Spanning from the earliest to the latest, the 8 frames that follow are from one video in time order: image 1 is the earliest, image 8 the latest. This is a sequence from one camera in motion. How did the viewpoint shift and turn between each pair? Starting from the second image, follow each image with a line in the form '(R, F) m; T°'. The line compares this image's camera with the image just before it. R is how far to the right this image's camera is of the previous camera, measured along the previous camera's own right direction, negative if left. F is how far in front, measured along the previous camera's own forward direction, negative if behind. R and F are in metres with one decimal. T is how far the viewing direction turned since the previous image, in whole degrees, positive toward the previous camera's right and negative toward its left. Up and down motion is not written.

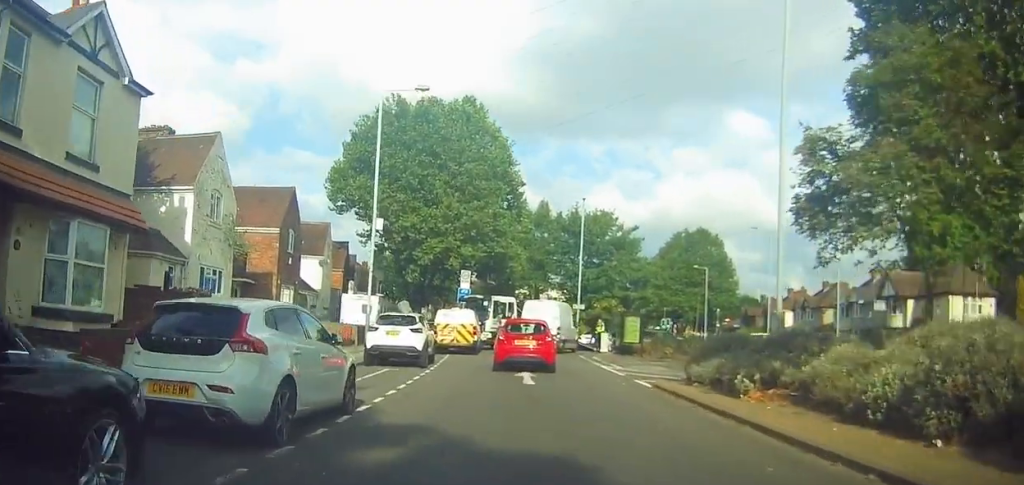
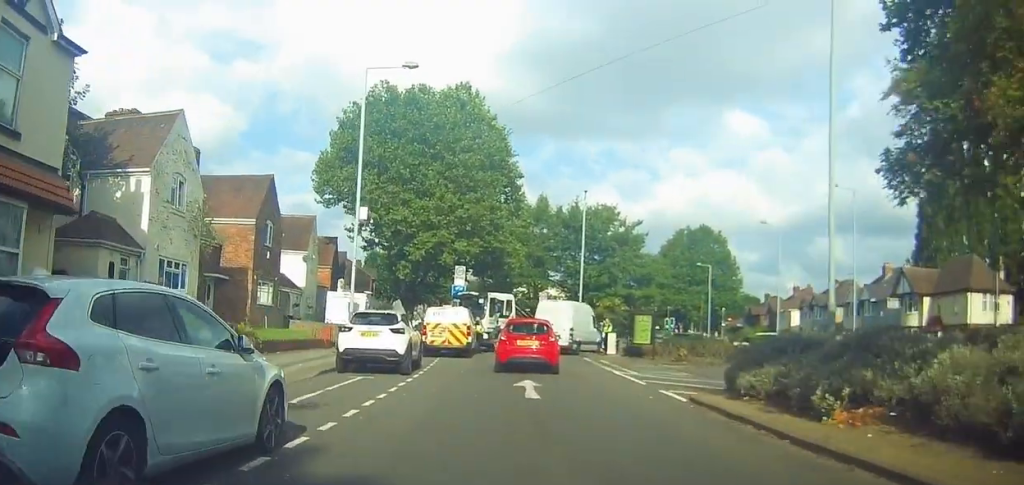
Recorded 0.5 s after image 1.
(+0.2, +2.9) m; +3°
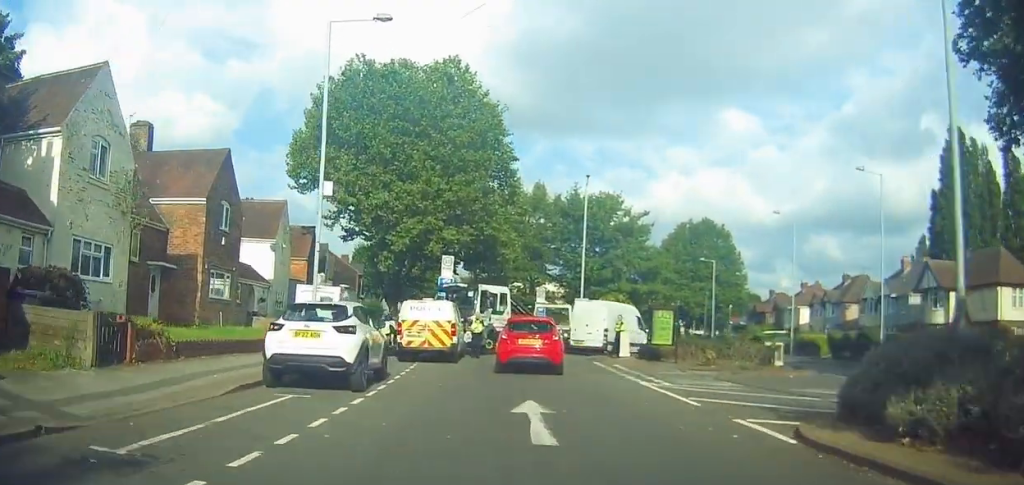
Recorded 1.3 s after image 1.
(+0.2, +4.7) m; +3°
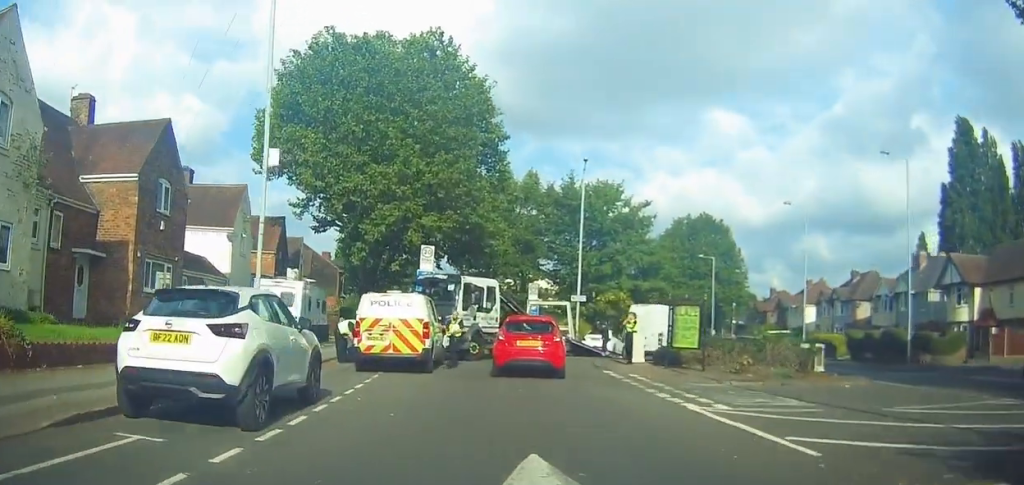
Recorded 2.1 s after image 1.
(+0.1, +4.5) m; 0°
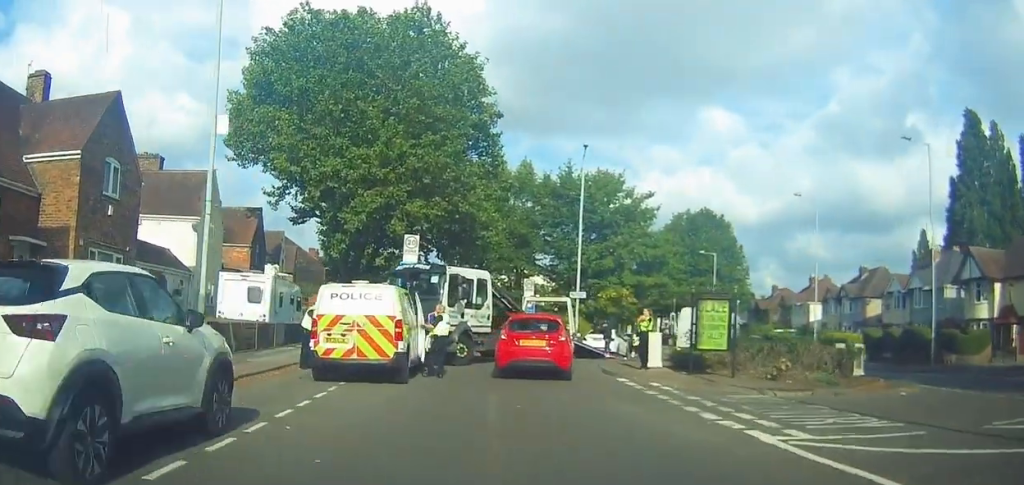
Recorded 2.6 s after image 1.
(-0.1, +3.2) m; 0°
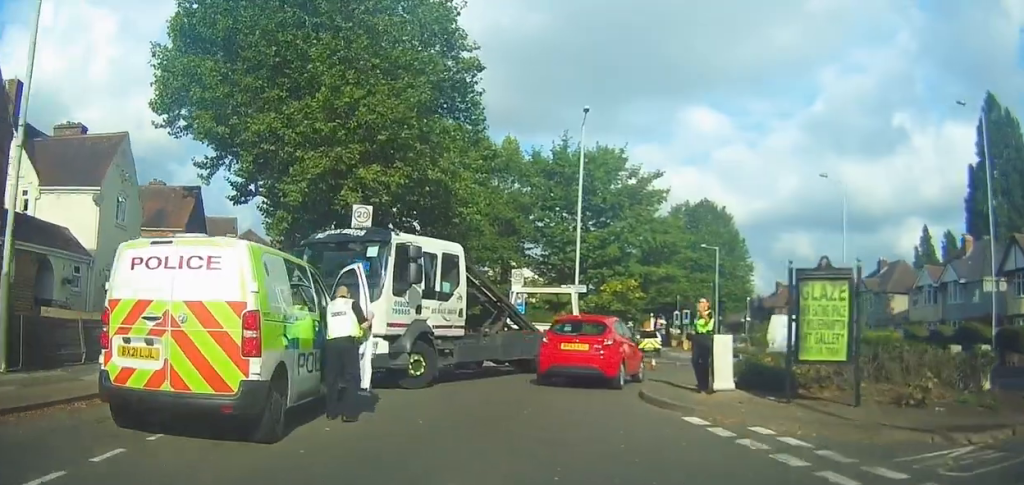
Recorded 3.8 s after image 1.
(0.0, +7.0) m; -2°
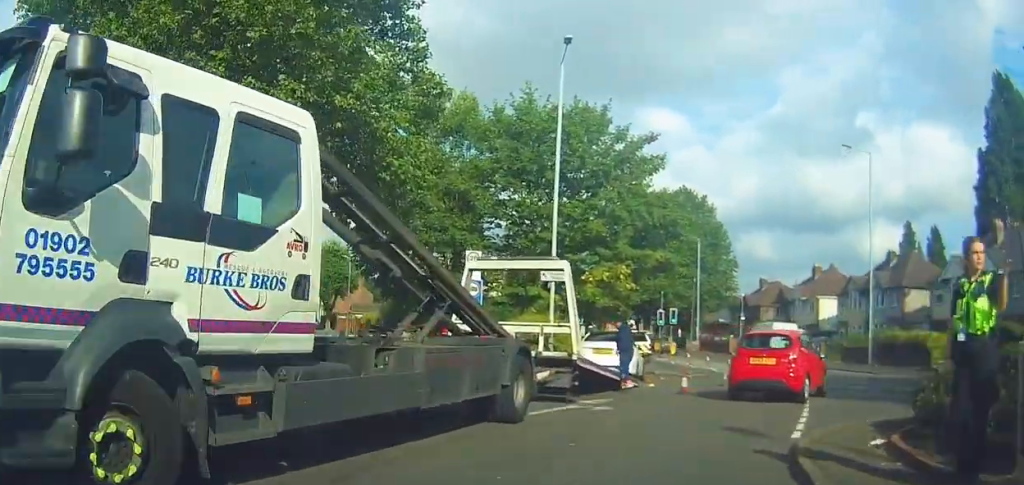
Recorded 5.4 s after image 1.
(-0.1, +8.9) m; +7°
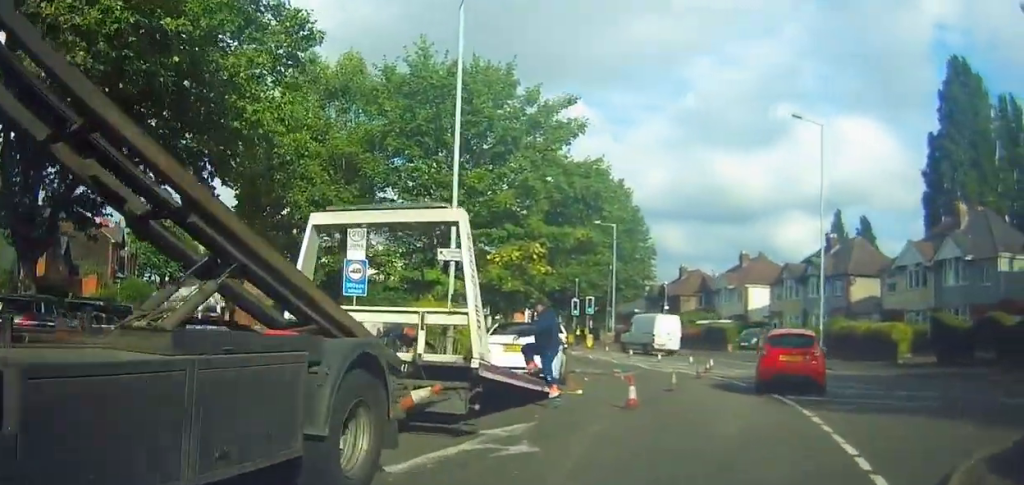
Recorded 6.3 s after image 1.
(+0.5, +4.6) m; +12°
